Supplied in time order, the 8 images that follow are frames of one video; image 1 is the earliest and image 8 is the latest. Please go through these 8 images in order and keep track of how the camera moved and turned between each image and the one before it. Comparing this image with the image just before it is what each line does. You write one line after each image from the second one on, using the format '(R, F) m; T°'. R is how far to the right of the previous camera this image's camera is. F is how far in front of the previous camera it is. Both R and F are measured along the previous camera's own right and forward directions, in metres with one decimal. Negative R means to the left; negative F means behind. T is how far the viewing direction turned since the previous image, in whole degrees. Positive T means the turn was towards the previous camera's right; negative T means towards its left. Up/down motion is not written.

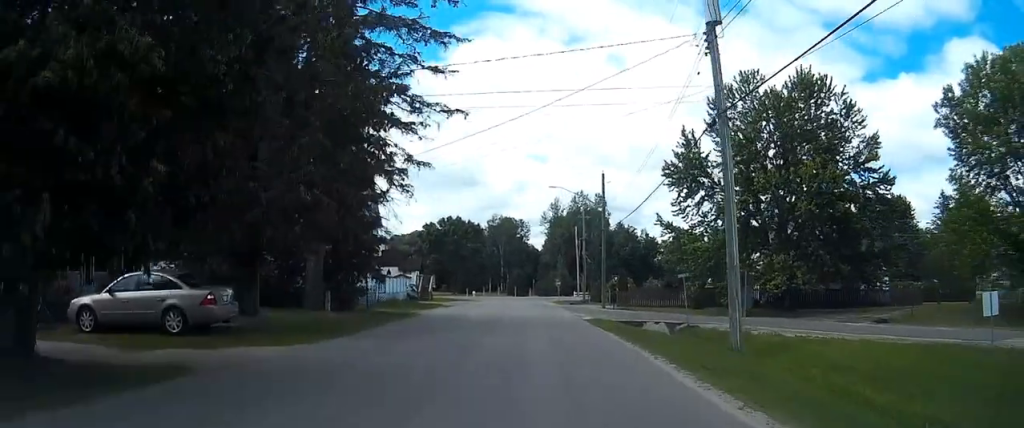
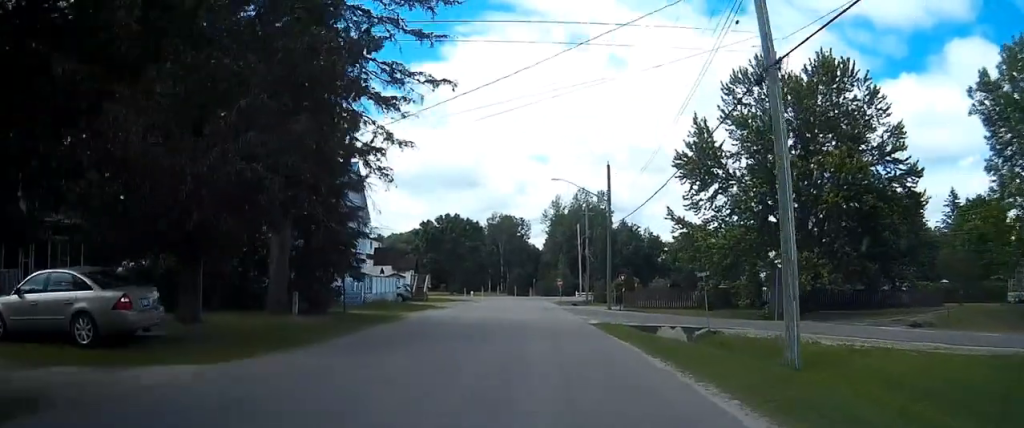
(-0.1, +3.8) m; 0°
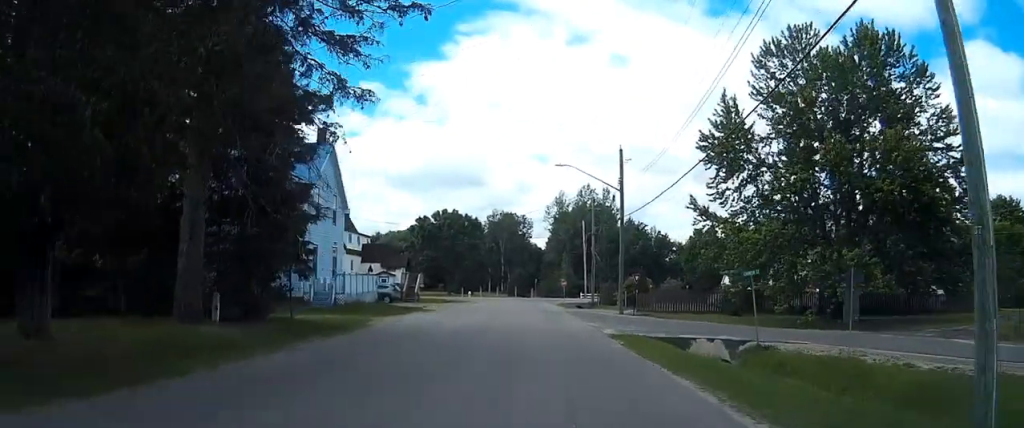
(0.0, +6.2) m; 0°
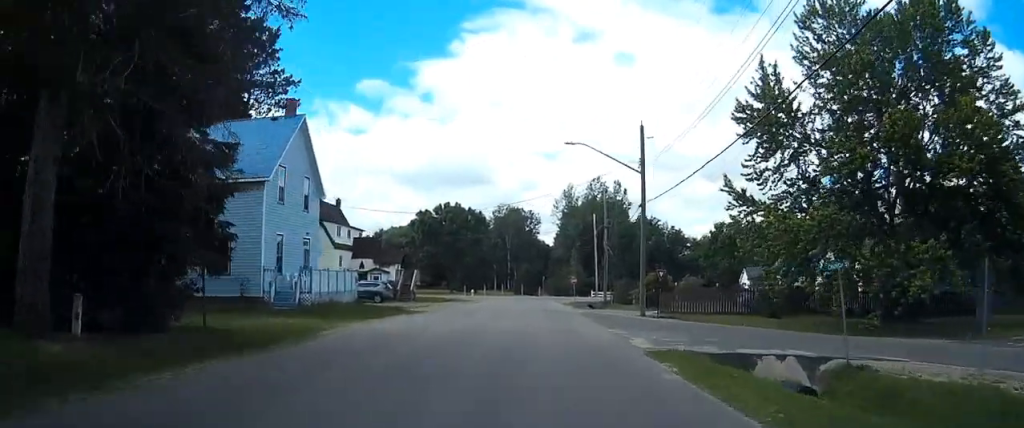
(+0.1, +6.3) m; 0°
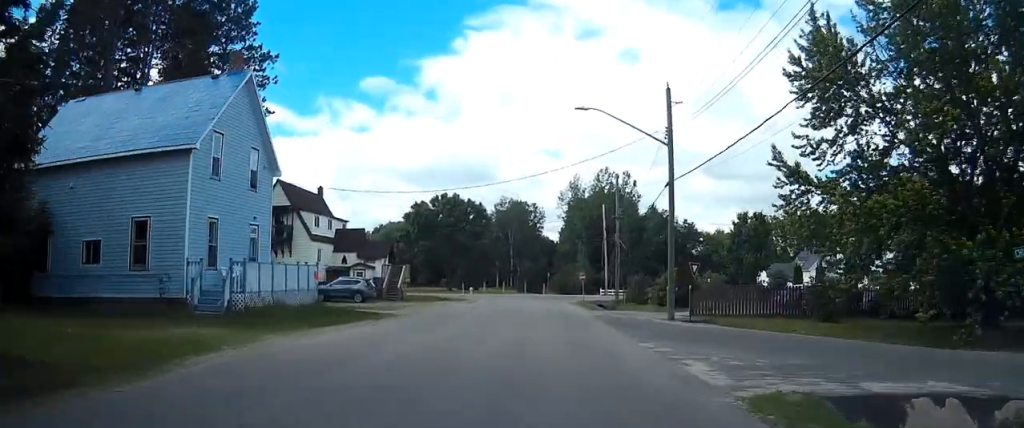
(0.0, +7.3) m; -1°
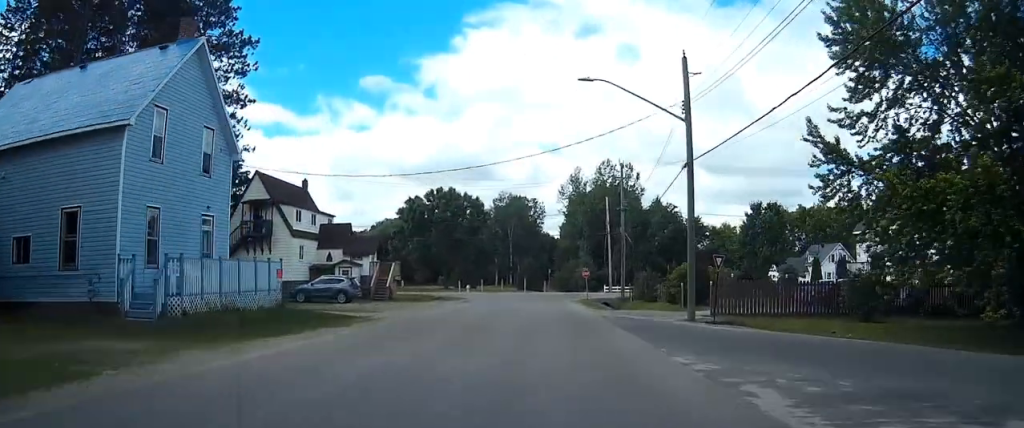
(-0.1, +4.3) m; 0°
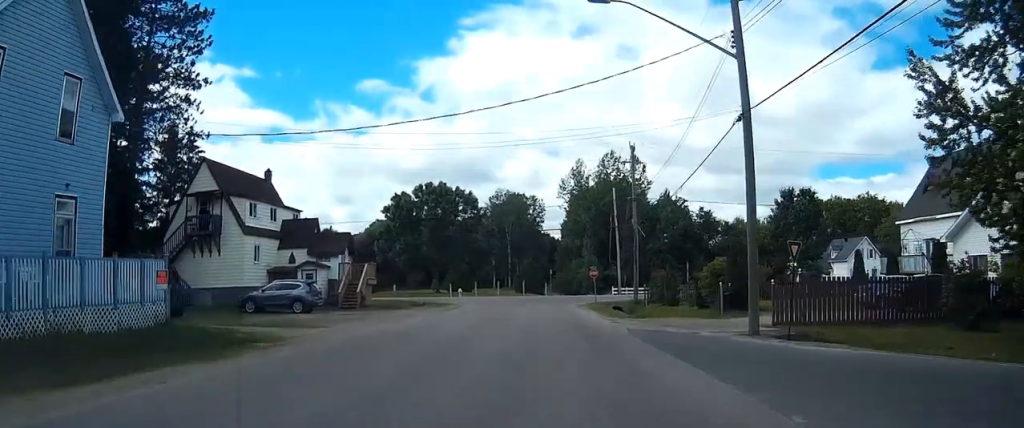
(0.0, +8.1) m; +1°
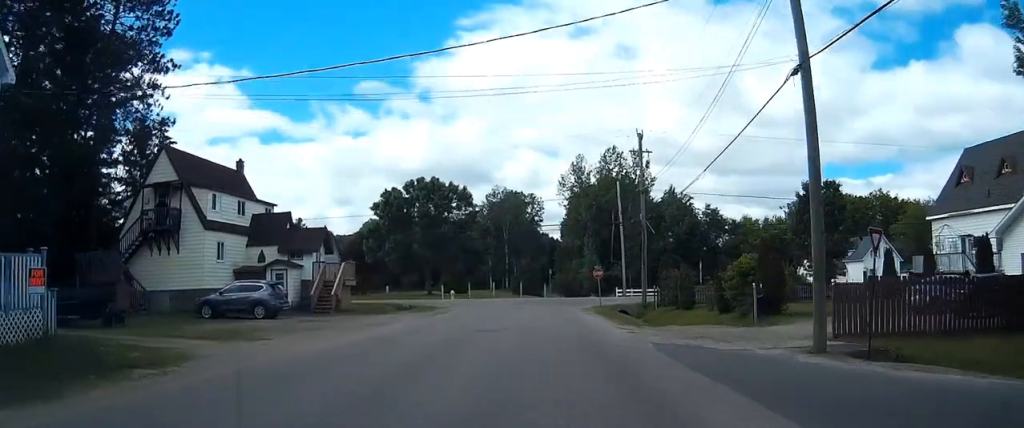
(+0.1, +5.1) m; +1°
